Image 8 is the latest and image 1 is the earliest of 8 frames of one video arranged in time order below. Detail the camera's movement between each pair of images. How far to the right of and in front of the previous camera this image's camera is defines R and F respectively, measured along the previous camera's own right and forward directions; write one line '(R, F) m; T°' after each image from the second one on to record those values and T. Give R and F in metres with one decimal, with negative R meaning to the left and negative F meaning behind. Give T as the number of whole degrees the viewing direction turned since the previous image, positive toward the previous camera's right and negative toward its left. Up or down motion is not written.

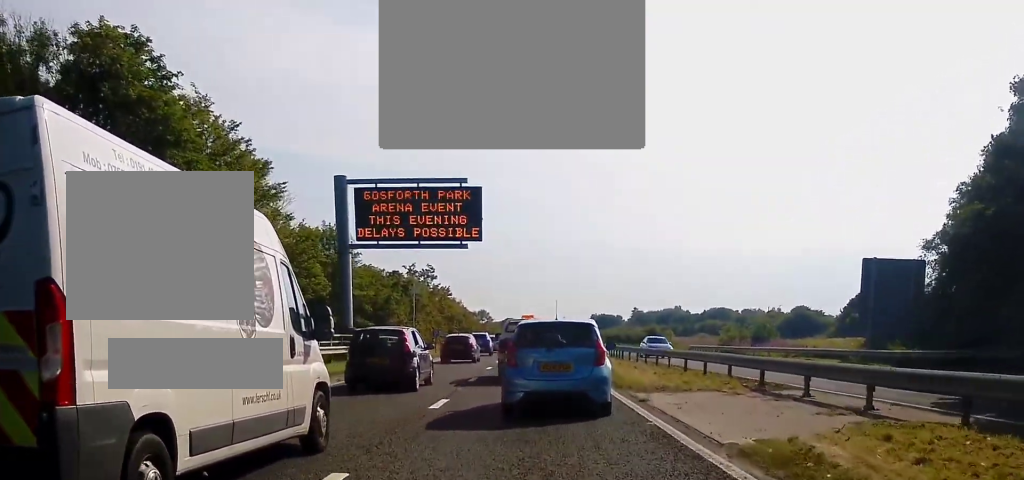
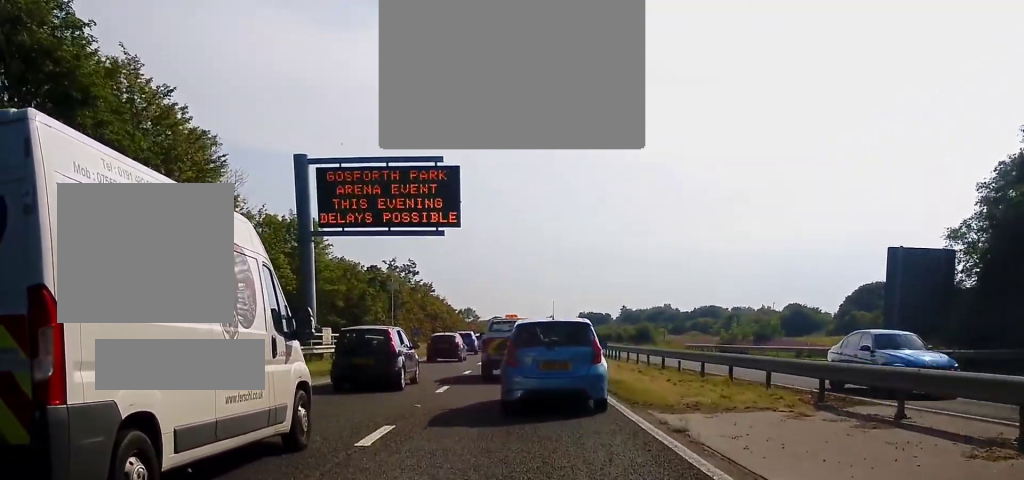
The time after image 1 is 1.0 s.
(0.0, +5.0) m; 0°
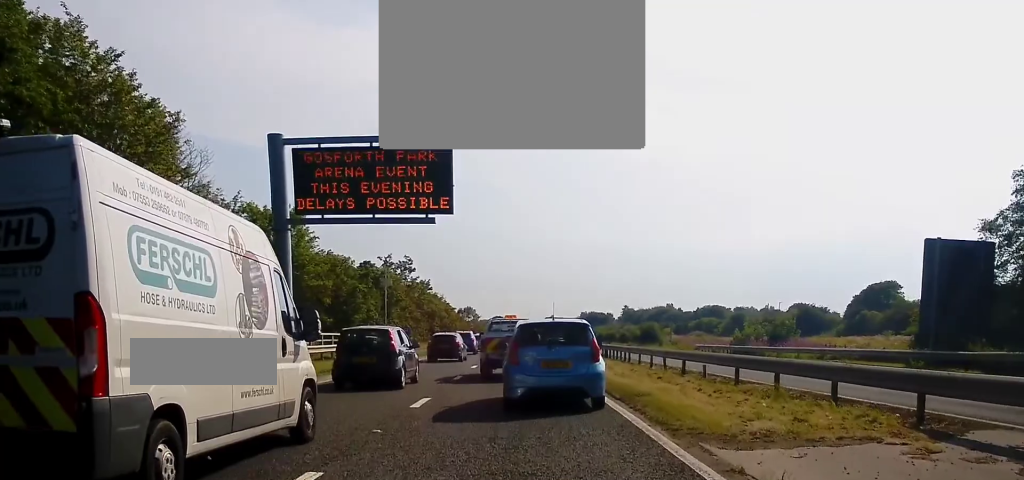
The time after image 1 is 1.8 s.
(0.0, +4.0) m; 0°
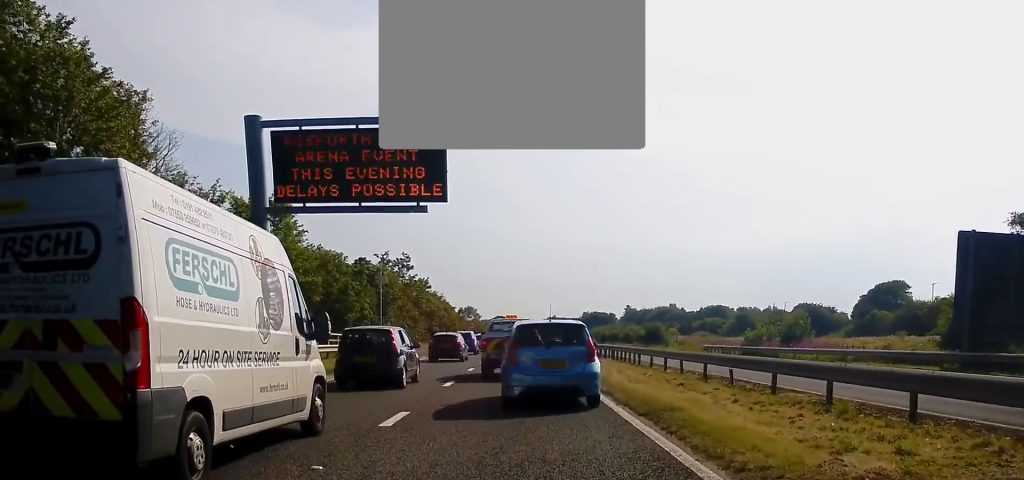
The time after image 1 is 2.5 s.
(0.0, +3.0) m; +1°
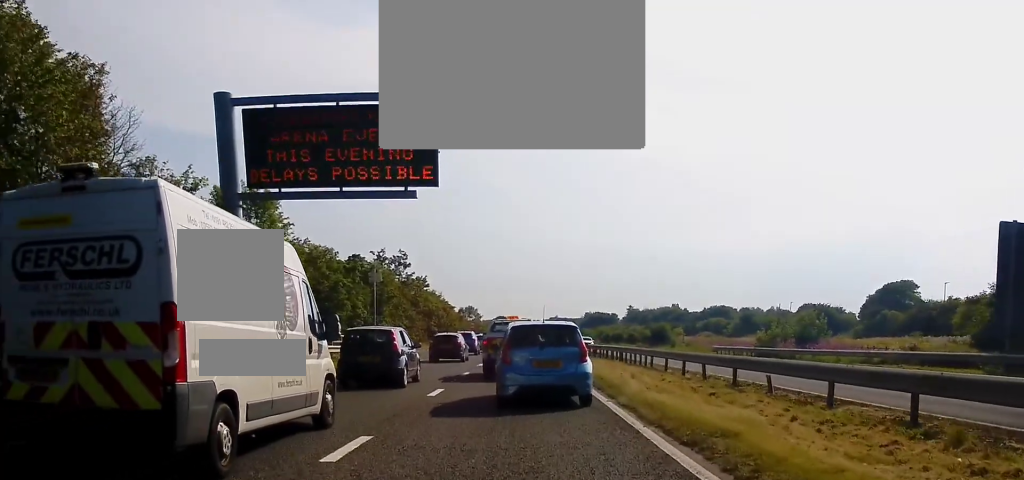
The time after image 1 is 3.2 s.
(0.0, +3.4) m; +1°
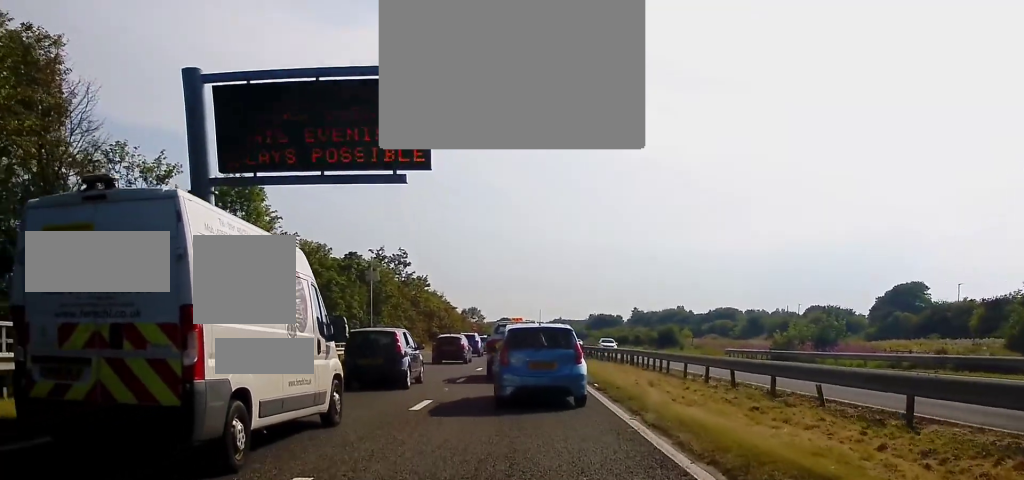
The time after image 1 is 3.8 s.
(+0.1, +3.1) m; -1°
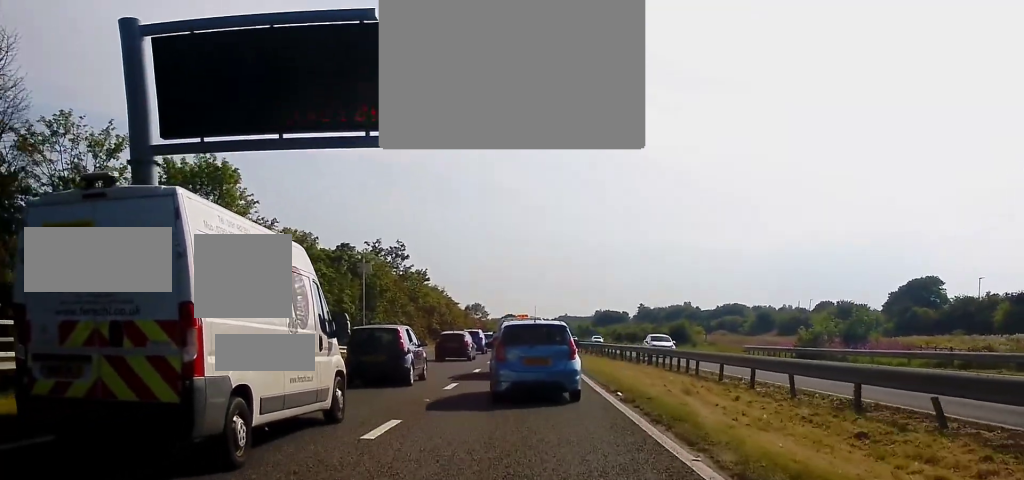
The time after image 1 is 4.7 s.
(-0.2, +4.3) m; -4°
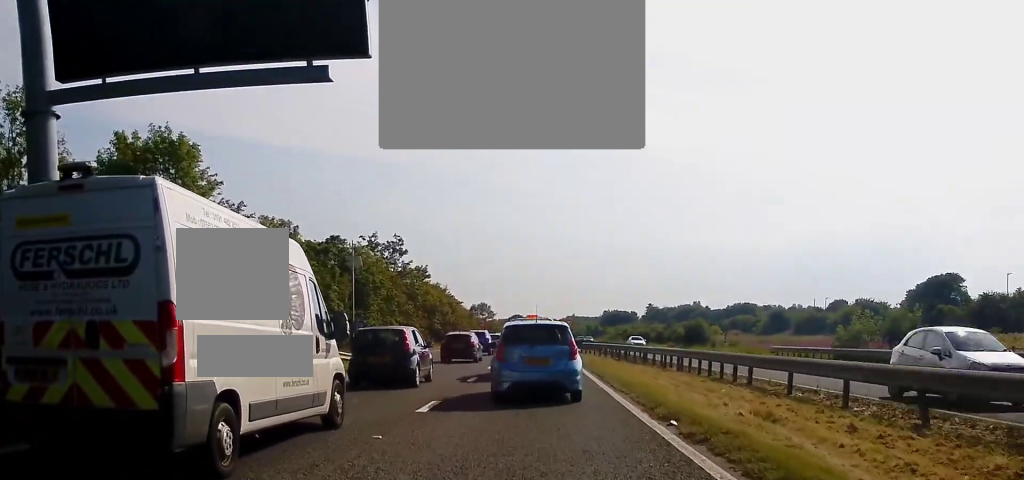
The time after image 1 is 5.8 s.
(-0.2, +5.2) m; -1°
